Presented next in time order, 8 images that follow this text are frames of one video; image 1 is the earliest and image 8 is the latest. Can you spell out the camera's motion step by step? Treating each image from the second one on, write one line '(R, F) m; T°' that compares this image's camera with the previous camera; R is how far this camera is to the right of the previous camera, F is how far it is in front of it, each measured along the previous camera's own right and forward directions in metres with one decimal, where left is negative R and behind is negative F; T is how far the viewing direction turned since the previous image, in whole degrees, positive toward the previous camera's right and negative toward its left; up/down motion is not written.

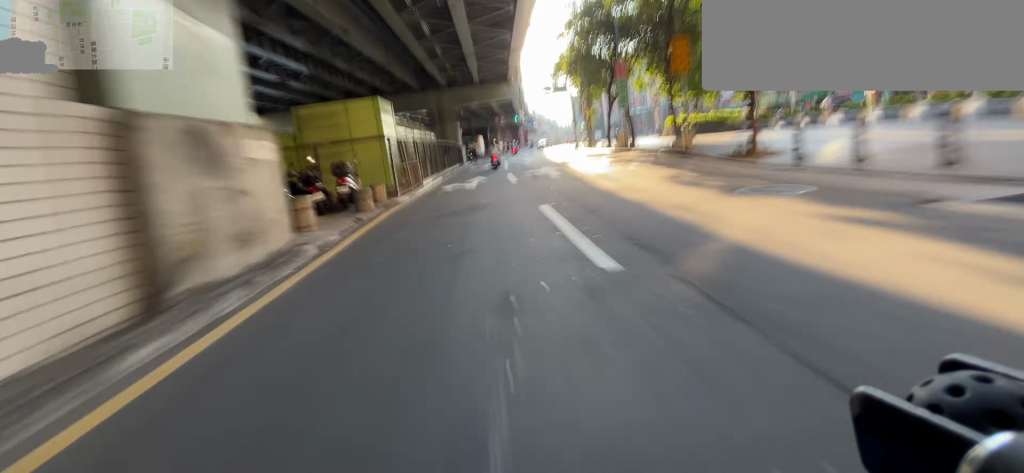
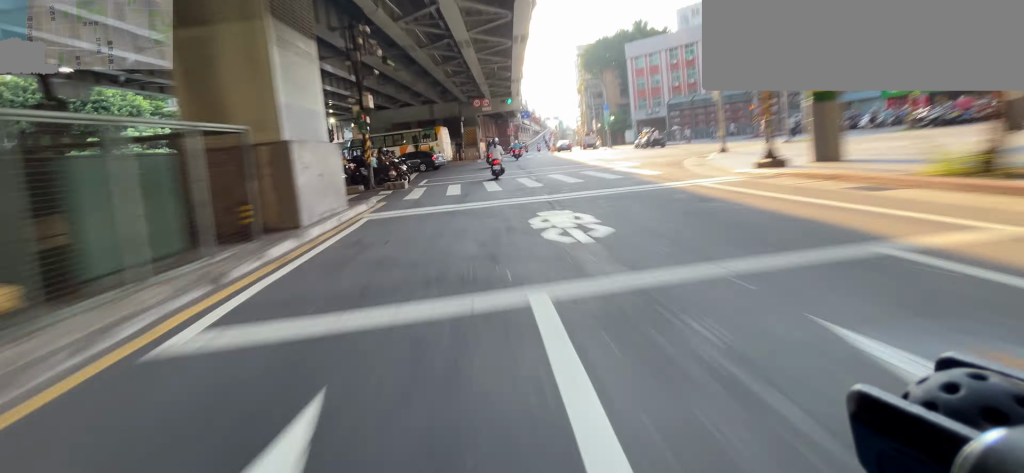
(+1.6, +31.4) m; +6°
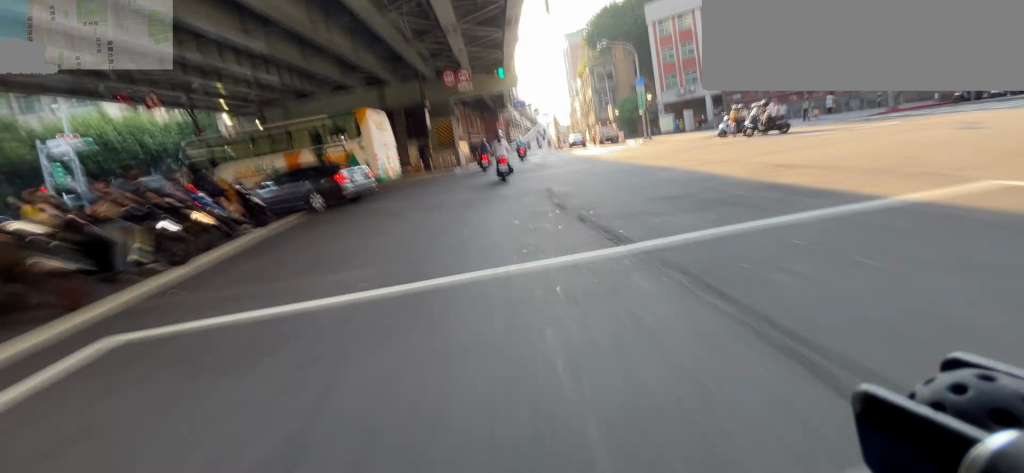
(+0.2, +17.1) m; +1°
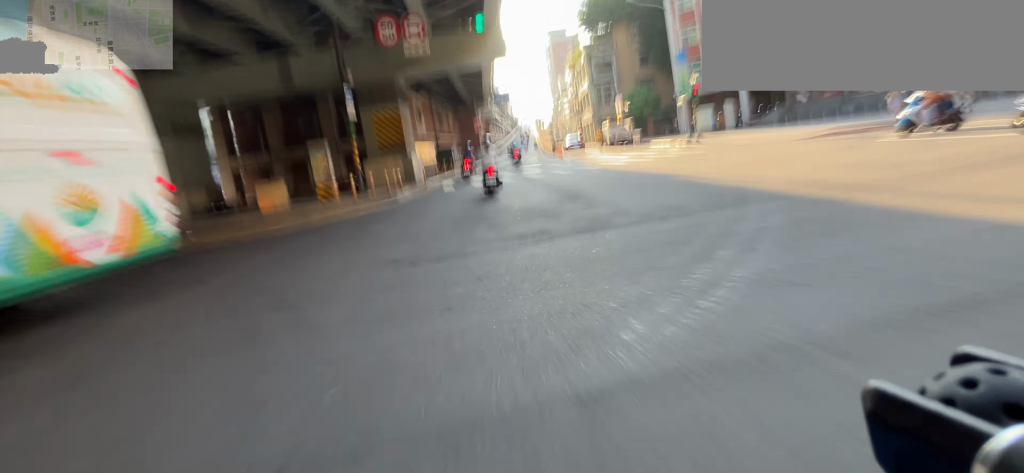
(0.0, +12.2) m; 0°
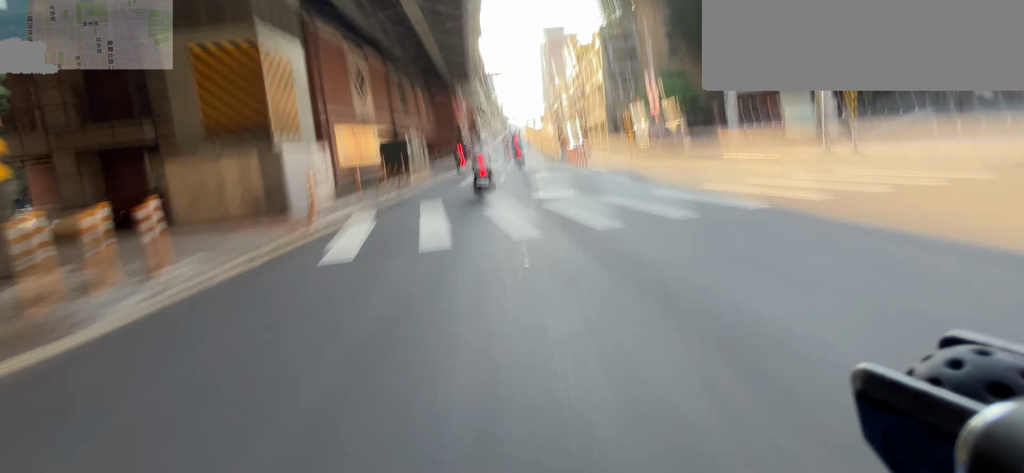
(0.0, +11.6) m; 0°
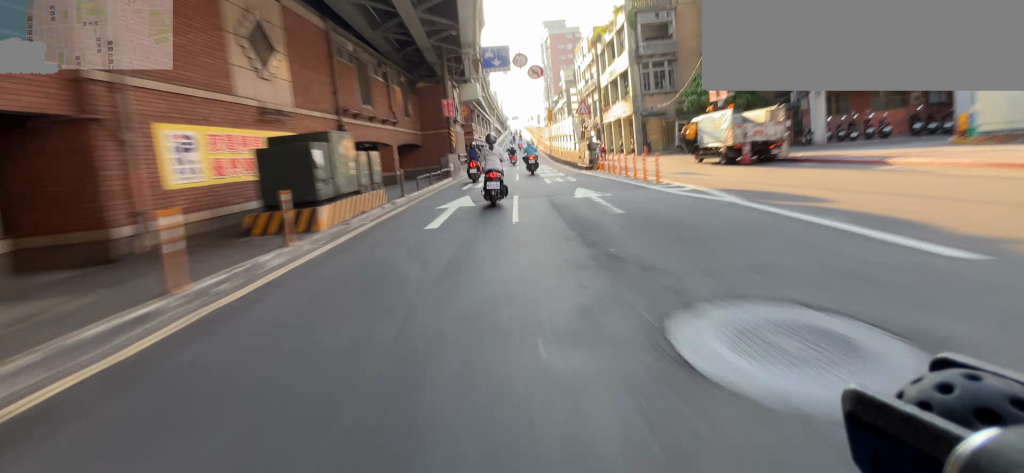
(-0.1, +8.1) m; +1°
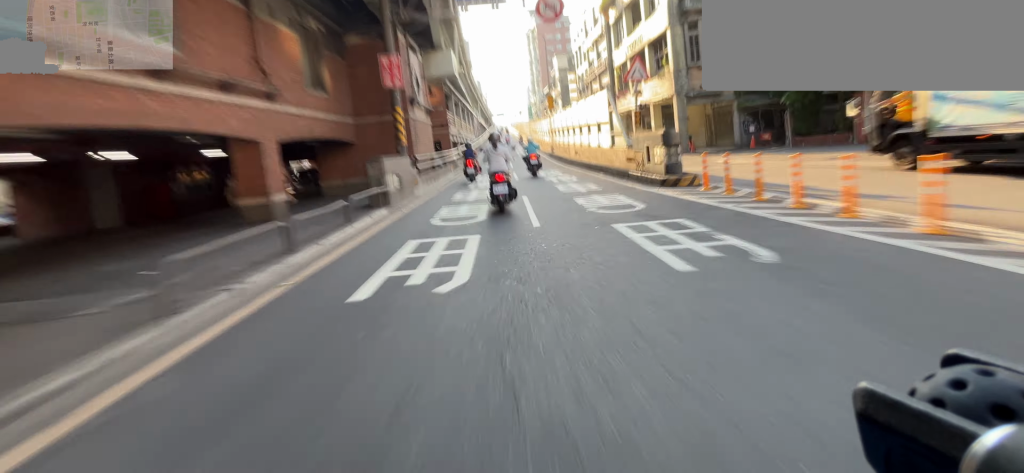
(+0.1, +9.7) m; +2°
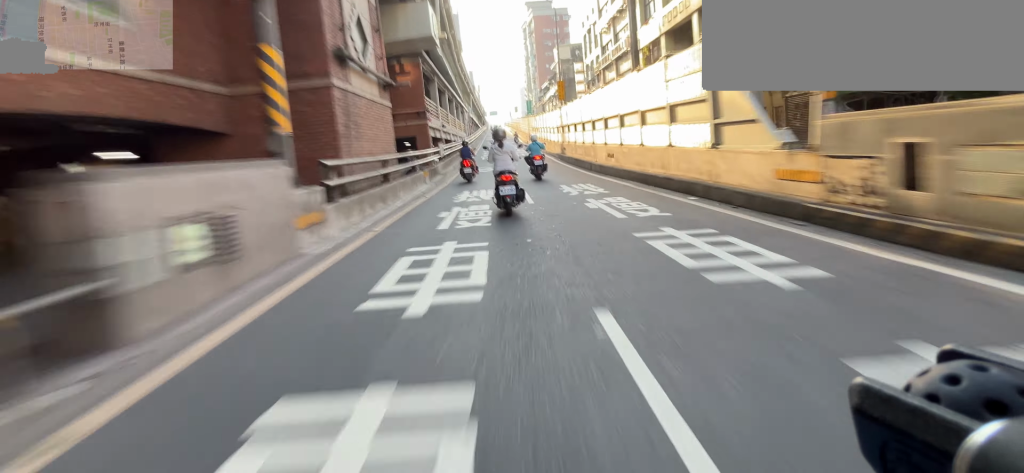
(+0.3, +6.5) m; +2°
